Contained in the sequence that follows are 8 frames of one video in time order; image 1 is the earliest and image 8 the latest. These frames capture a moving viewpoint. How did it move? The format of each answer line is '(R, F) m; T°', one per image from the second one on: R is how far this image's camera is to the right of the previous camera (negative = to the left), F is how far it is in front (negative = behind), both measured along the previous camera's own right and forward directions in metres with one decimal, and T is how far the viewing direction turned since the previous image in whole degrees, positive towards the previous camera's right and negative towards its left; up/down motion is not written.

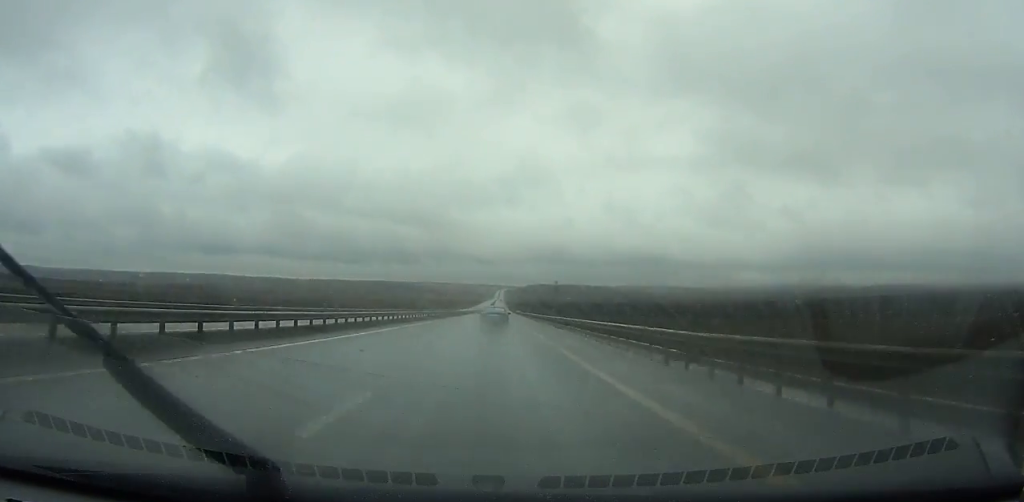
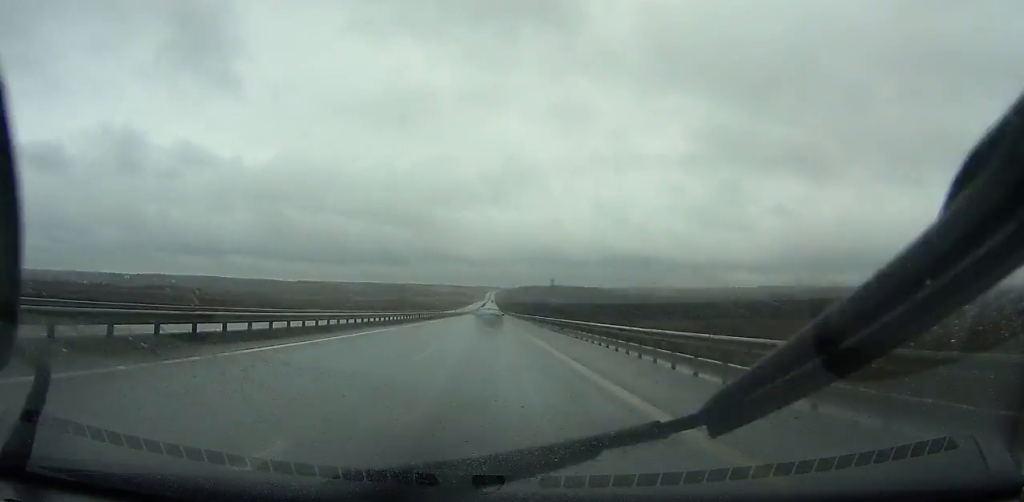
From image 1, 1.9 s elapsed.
(+0.5, +53.5) m; 0°
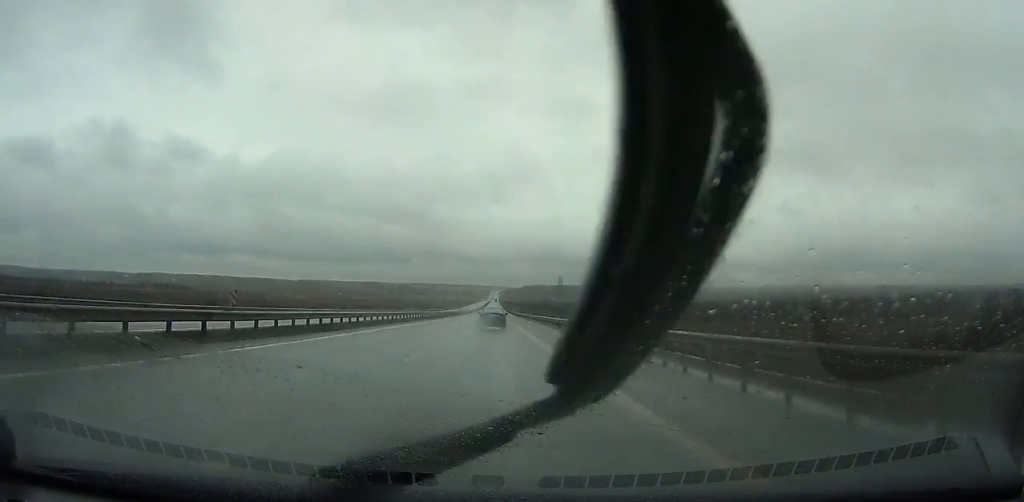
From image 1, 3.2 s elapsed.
(+0.1, +36.8) m; 0°
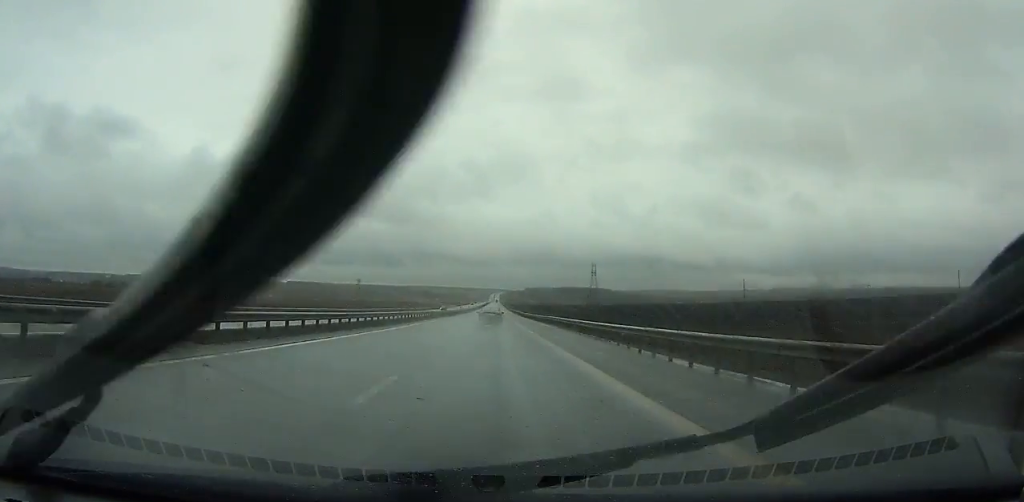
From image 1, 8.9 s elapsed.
(-0.1, +163.1) m; 0°
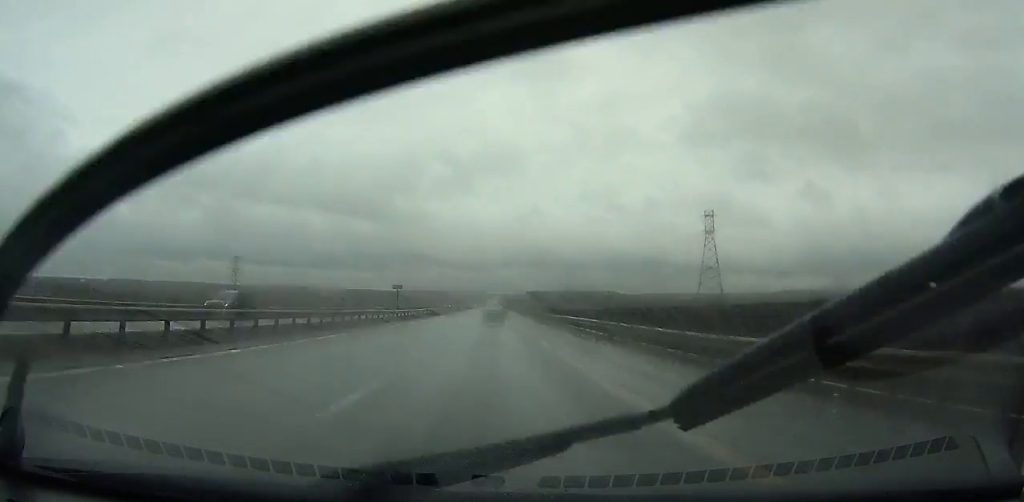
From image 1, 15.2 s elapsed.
(+0.5, +182.6) m; 0°
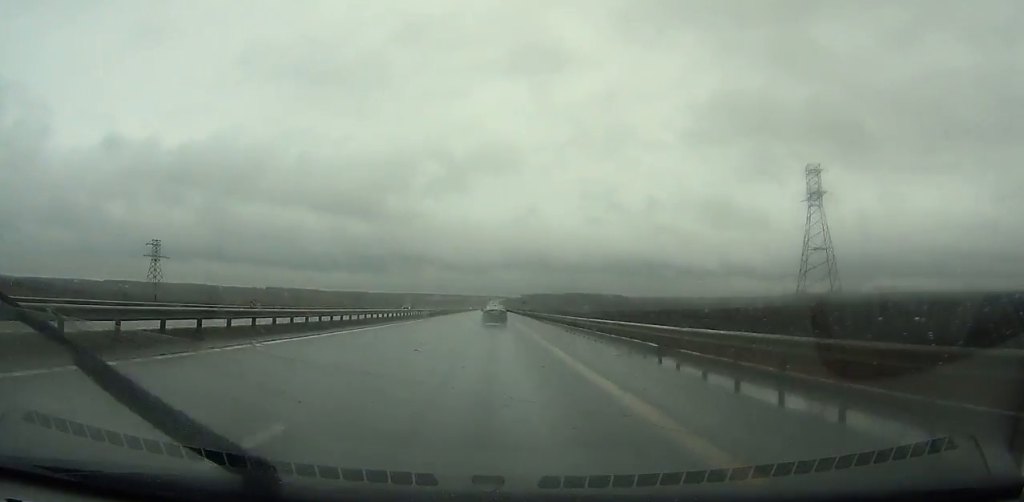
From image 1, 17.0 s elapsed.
(-0.1, +51.8) m; 0°
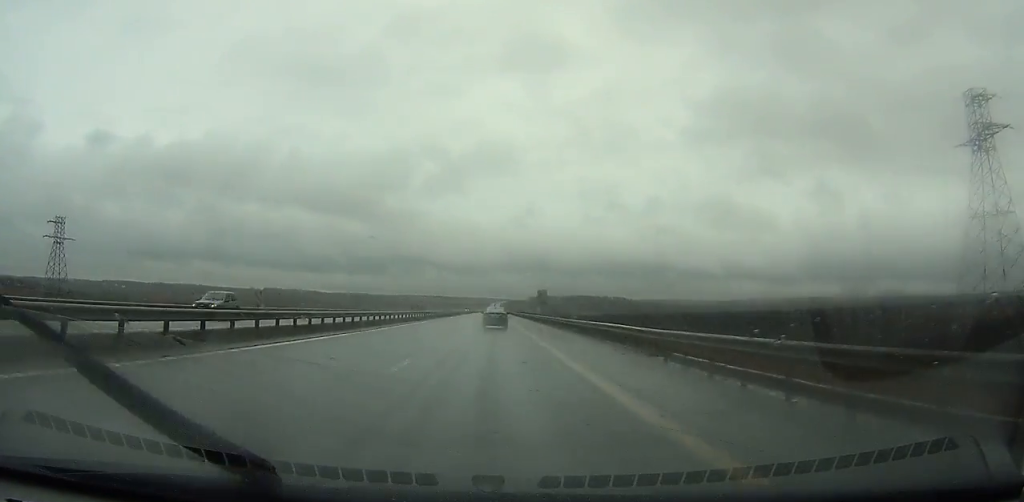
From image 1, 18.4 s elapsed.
(0.0, +39.9) m; 0°
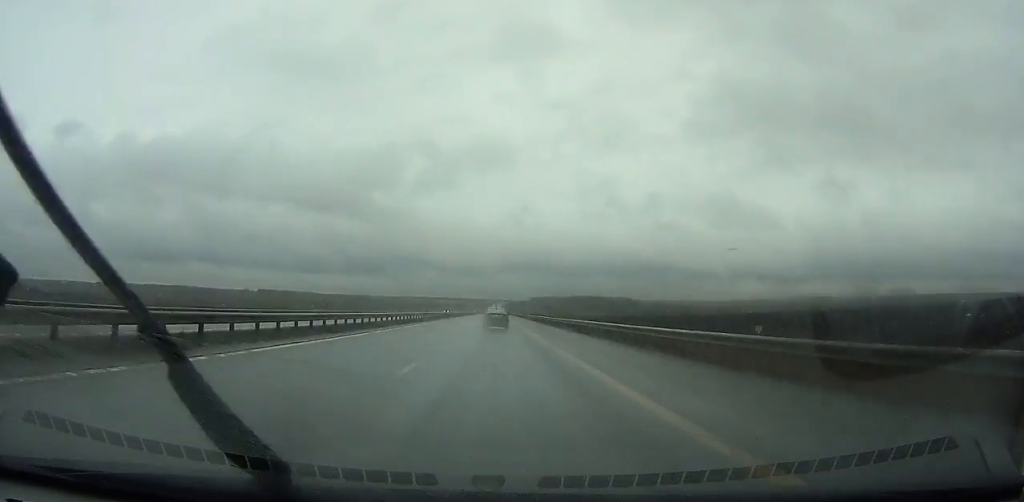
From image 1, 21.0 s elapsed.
(-0.1, +73.3) m; 0°
